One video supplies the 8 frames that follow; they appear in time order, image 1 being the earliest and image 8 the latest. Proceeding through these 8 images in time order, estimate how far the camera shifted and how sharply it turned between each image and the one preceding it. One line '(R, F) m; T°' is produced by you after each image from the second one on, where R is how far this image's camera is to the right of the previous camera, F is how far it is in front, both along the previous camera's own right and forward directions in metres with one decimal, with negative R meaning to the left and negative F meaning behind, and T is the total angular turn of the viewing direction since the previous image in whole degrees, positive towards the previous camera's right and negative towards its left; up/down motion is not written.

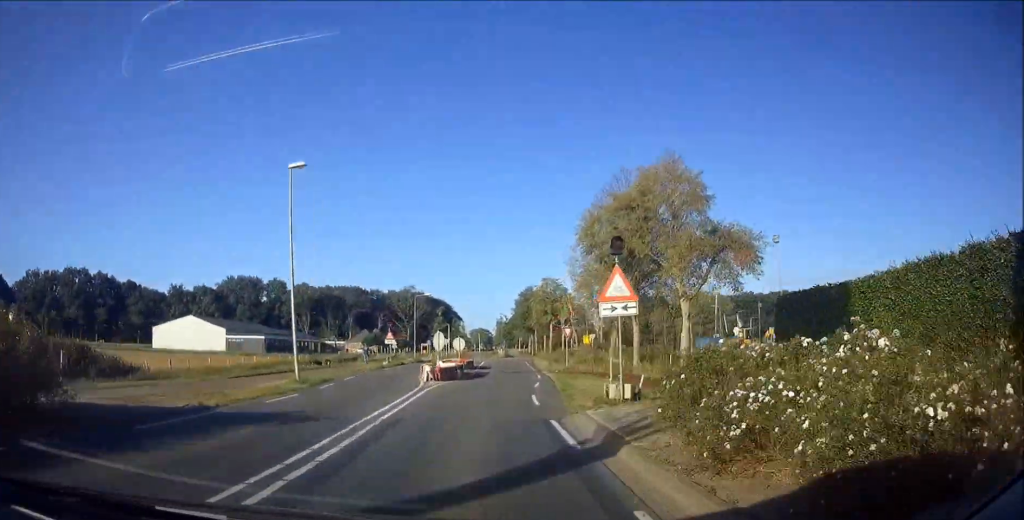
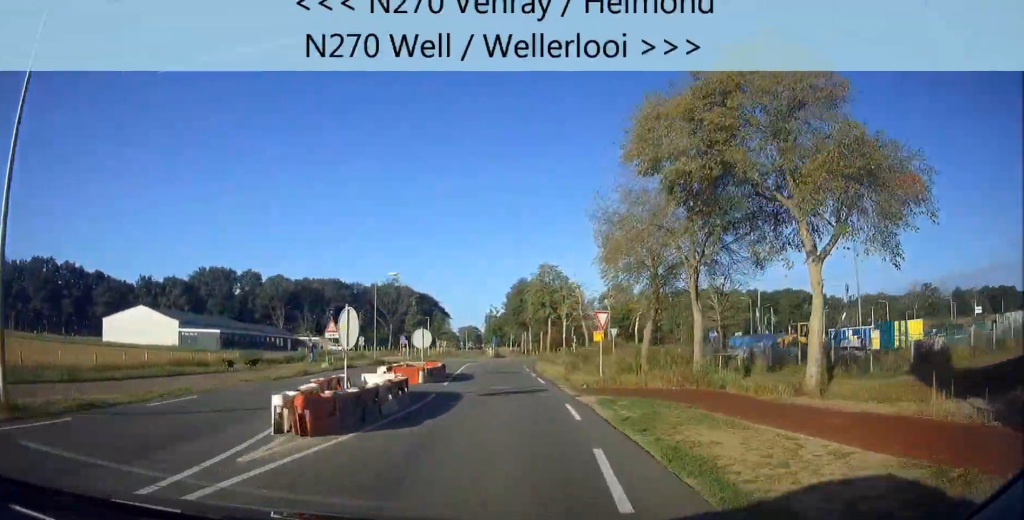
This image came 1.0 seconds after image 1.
(+0.4, +14.5) m; +2°
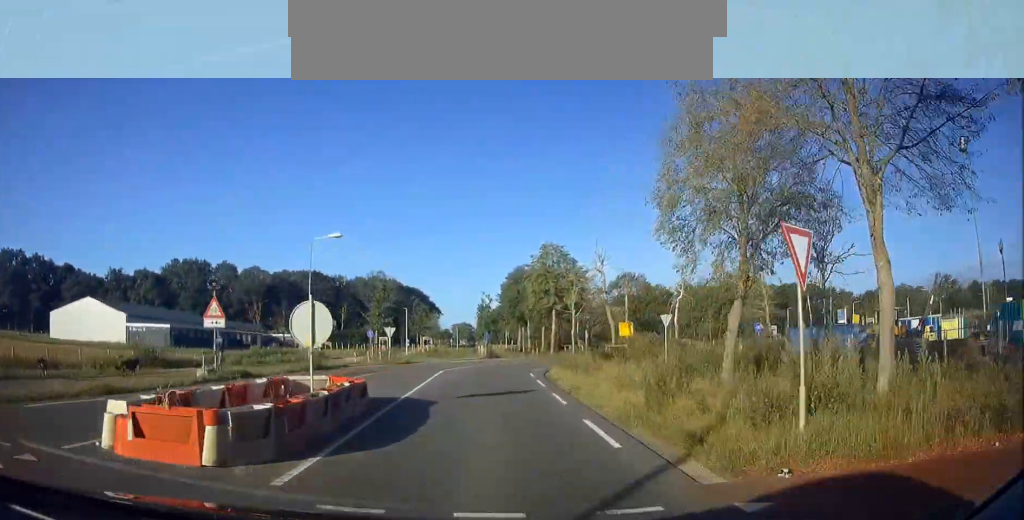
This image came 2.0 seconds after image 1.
(0.0, +14.4) m; +2°
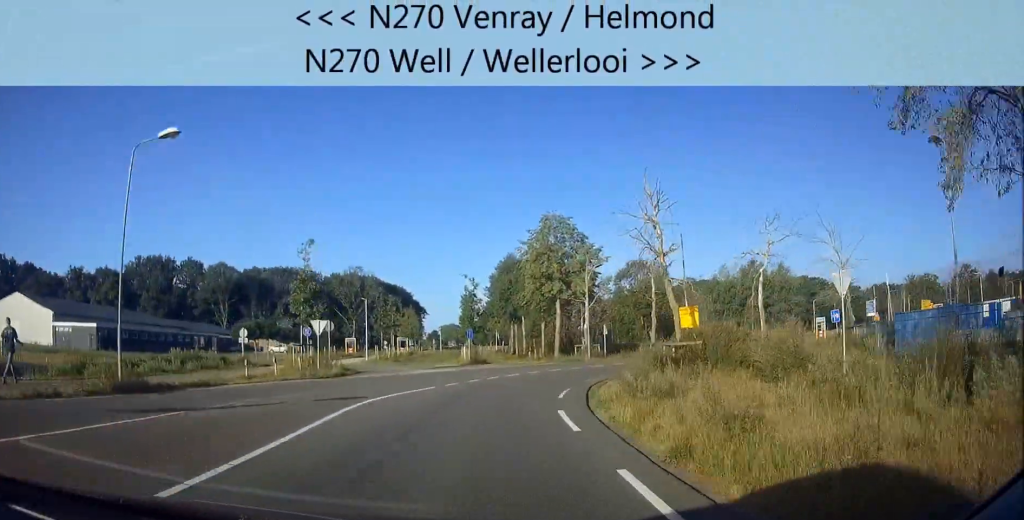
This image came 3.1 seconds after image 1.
(+0.6, +15.1) m; +11°
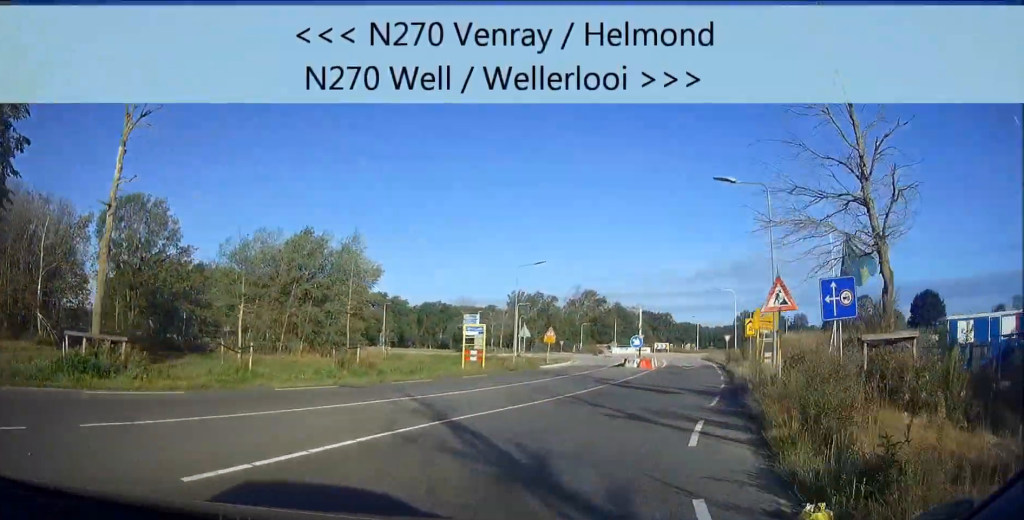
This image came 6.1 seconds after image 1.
(+10.2, +33.1) m; +40°
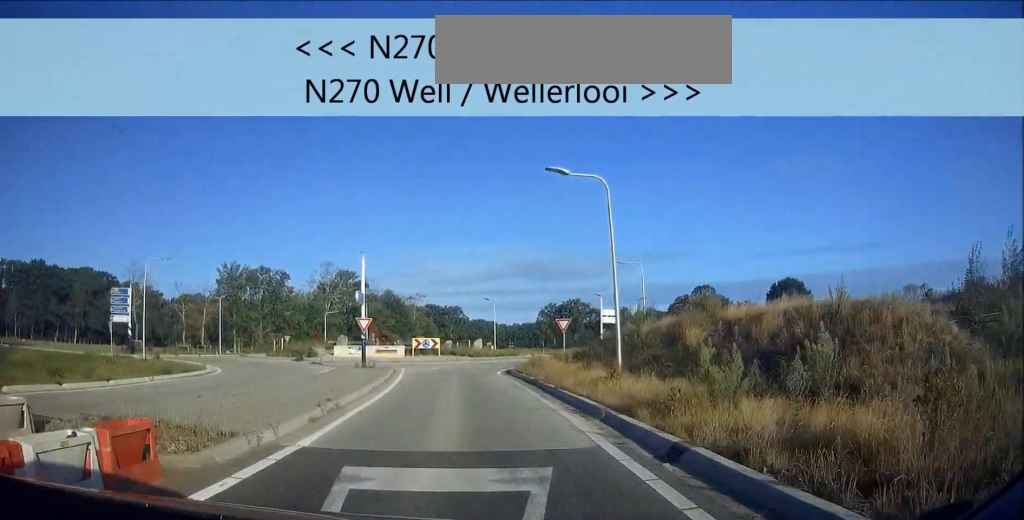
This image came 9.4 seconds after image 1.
(+6.4, +36.0) m; +10°
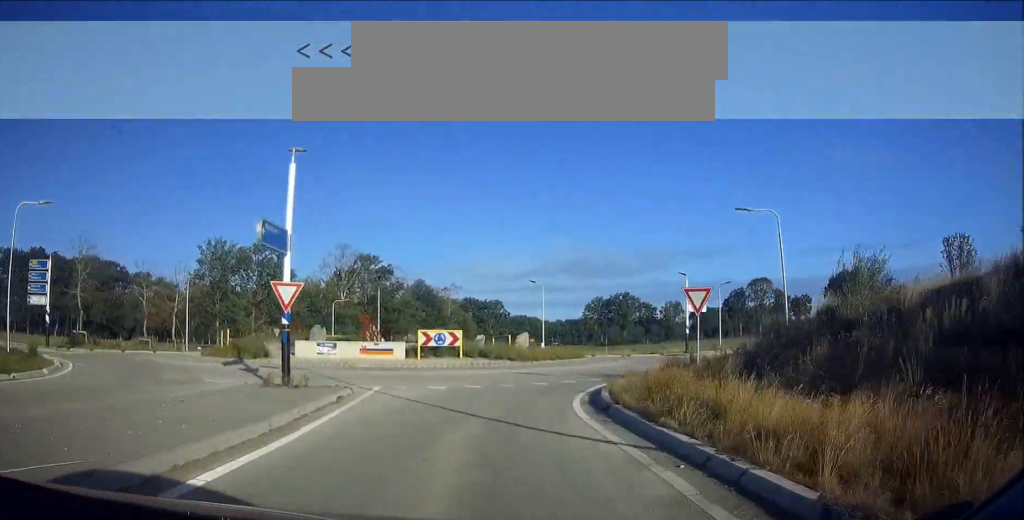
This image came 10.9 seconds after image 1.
(+0.1, +15.3) m; +4°
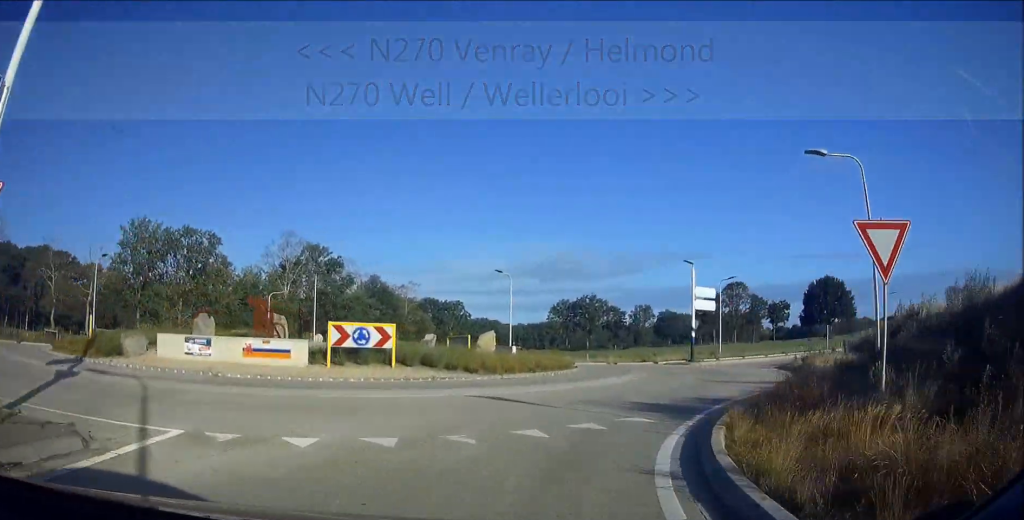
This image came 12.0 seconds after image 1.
(-0.4, +10.2) m; +5°
